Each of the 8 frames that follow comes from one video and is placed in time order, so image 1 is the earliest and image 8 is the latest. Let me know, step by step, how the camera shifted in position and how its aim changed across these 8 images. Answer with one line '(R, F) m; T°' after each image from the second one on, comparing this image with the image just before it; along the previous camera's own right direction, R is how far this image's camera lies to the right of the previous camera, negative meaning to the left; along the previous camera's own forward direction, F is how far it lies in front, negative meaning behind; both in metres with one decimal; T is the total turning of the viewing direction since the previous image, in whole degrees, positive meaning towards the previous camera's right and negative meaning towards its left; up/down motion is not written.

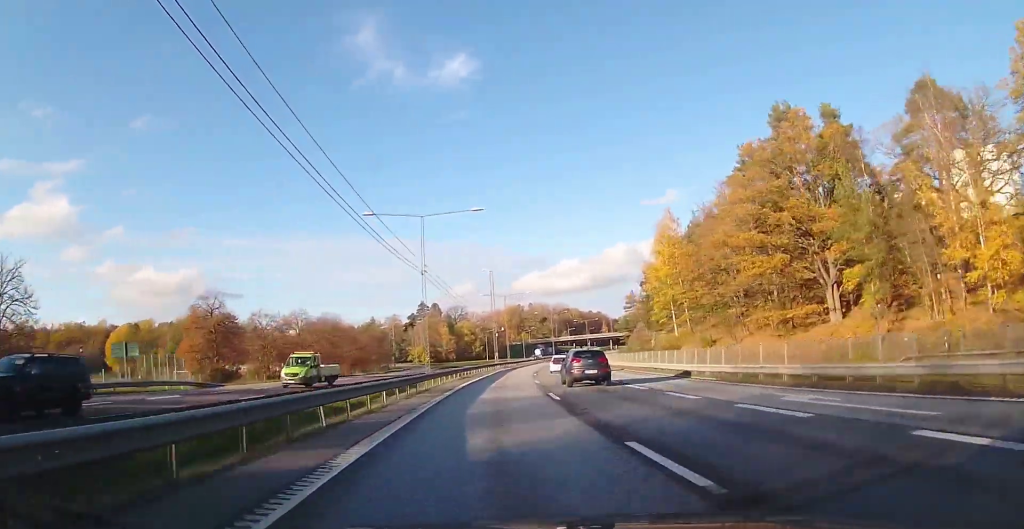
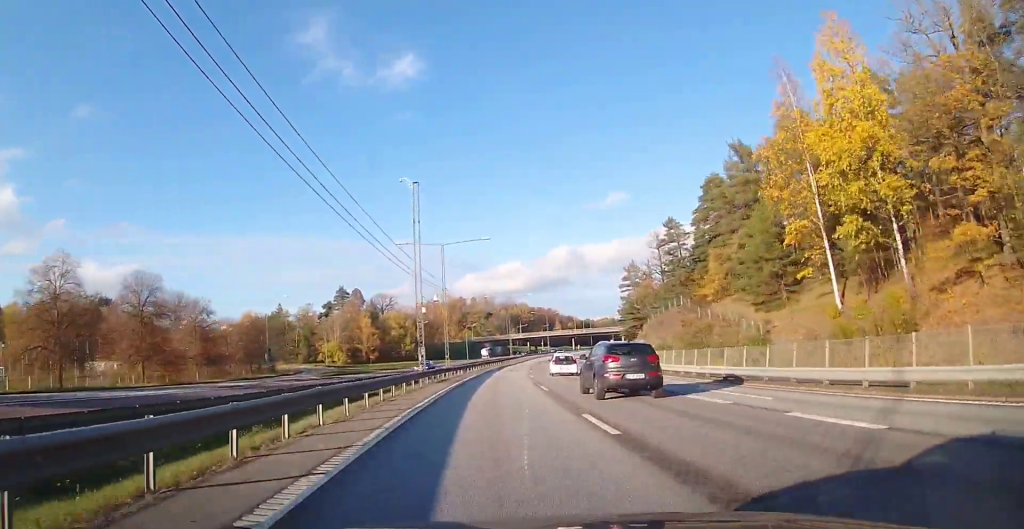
(+2.6, +44.3) m; +6°
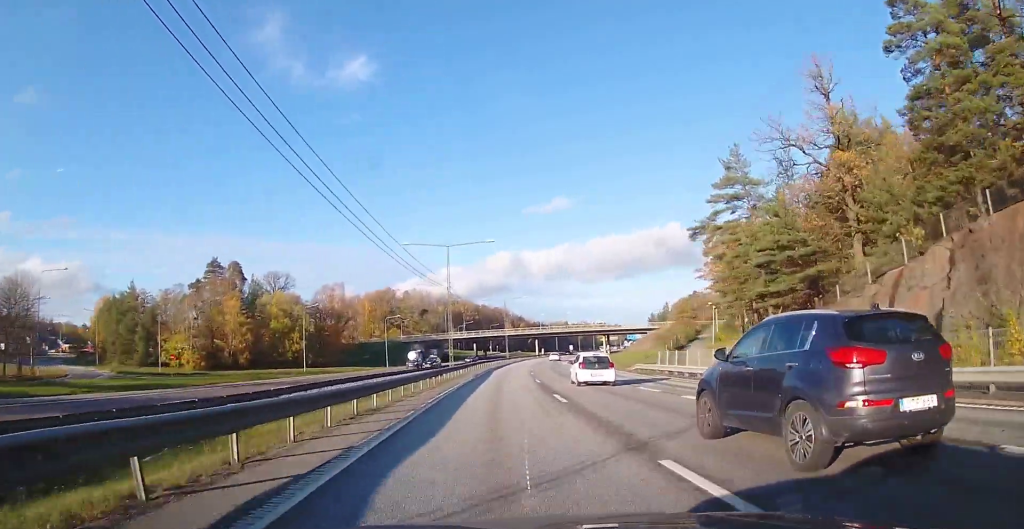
(+2.3, +53.5) m; +5°
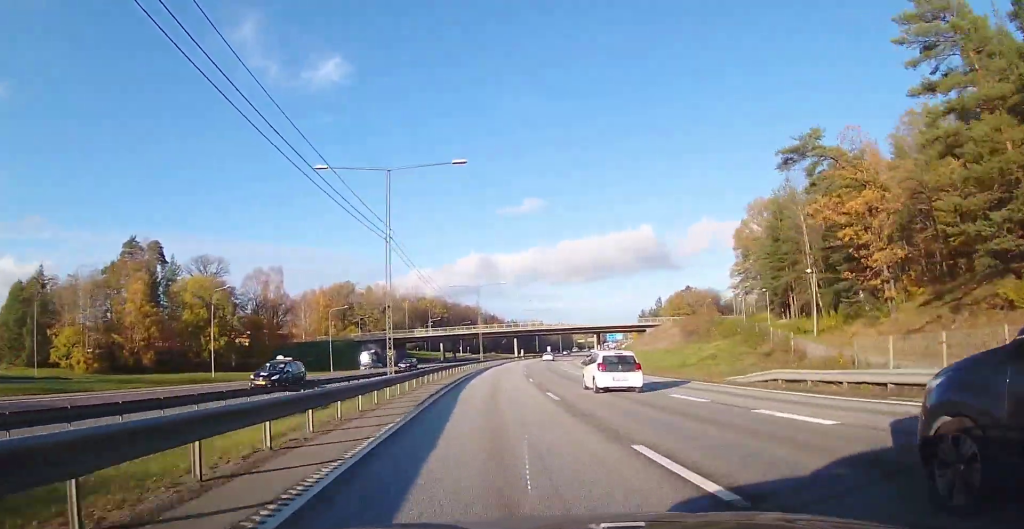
(+0.5, +22.9) m; +3°
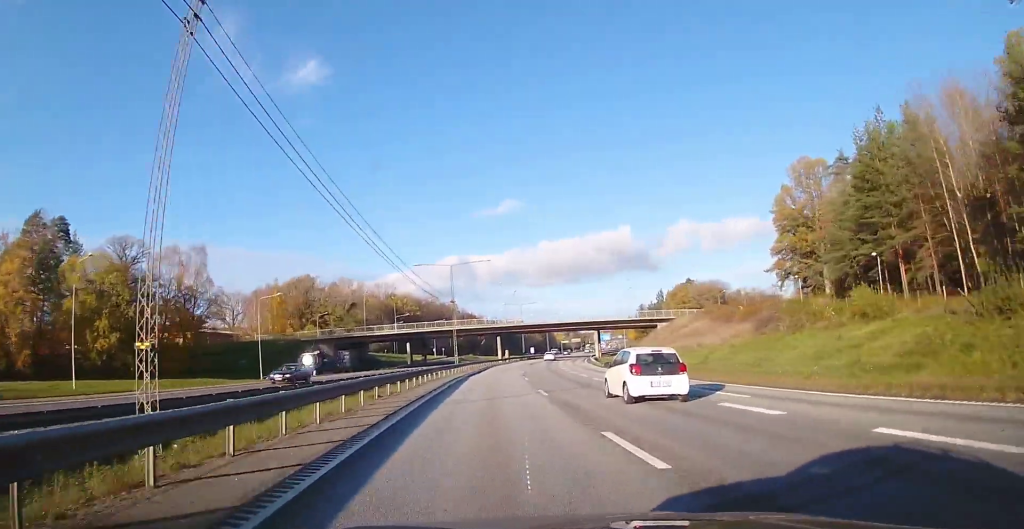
(+0.5, +22.1) m; +2°
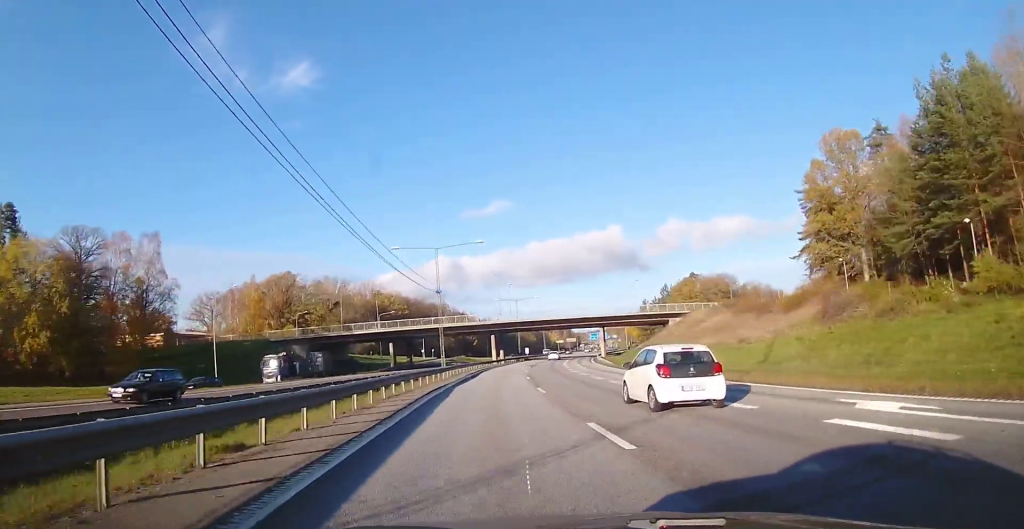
(+0.2, +10.6) m; +1°
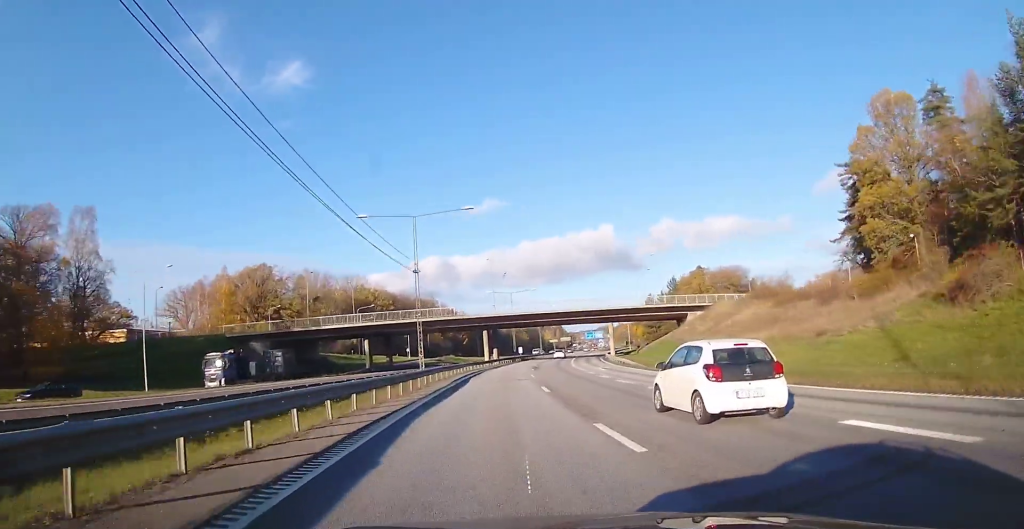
(+0.1, +13.0) m; +1°
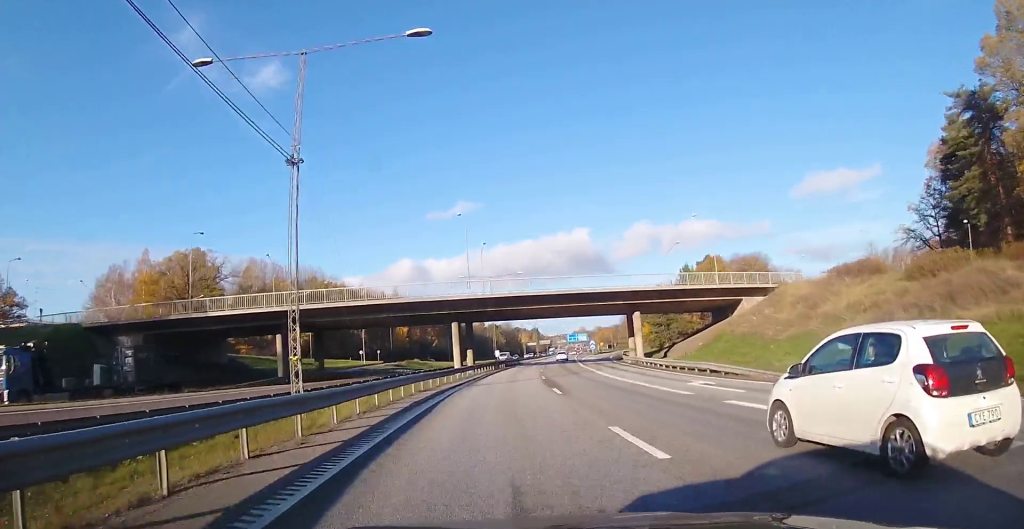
(+0.4, +24.5) m; +3°
